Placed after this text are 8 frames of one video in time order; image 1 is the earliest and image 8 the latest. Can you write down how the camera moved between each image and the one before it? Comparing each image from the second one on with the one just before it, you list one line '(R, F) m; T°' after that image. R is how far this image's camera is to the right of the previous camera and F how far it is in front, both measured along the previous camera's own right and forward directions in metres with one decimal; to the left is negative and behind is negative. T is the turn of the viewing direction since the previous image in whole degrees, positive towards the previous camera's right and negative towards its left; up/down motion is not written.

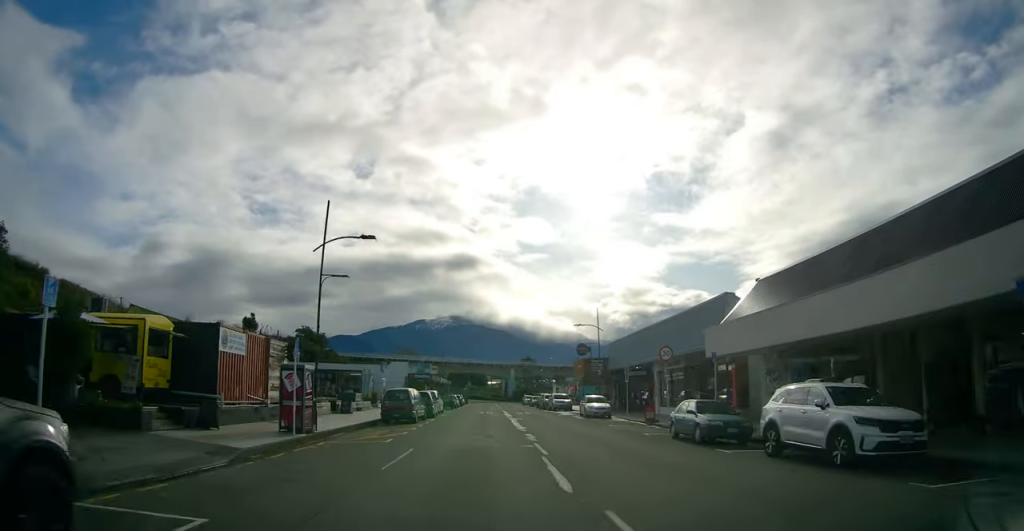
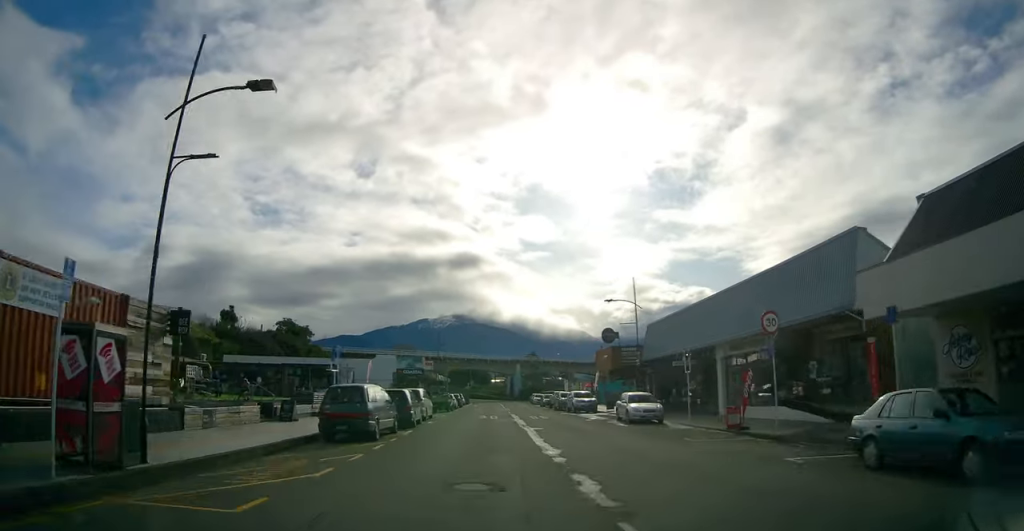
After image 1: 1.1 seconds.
(+0.1, +10.5) m; -1°
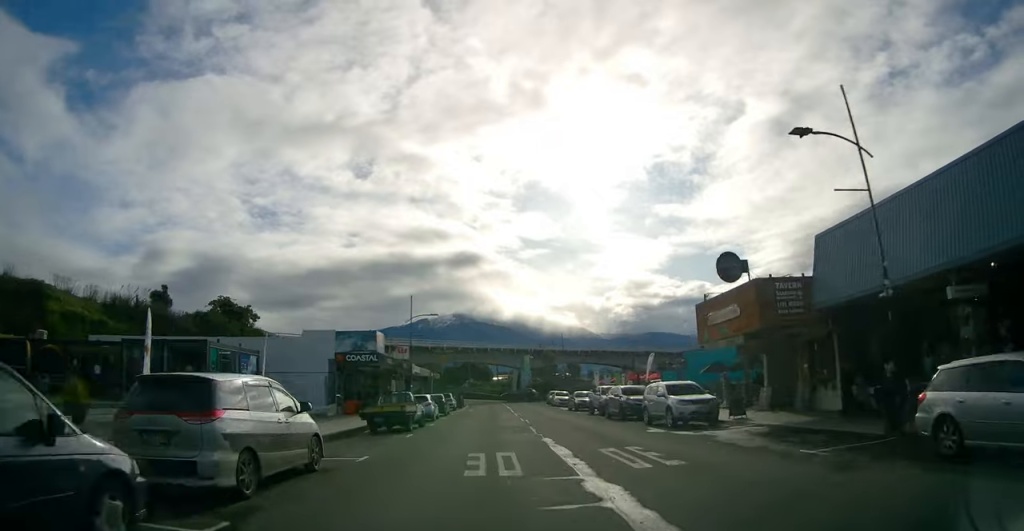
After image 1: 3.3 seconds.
(-0.7, +22.1) m; -2°
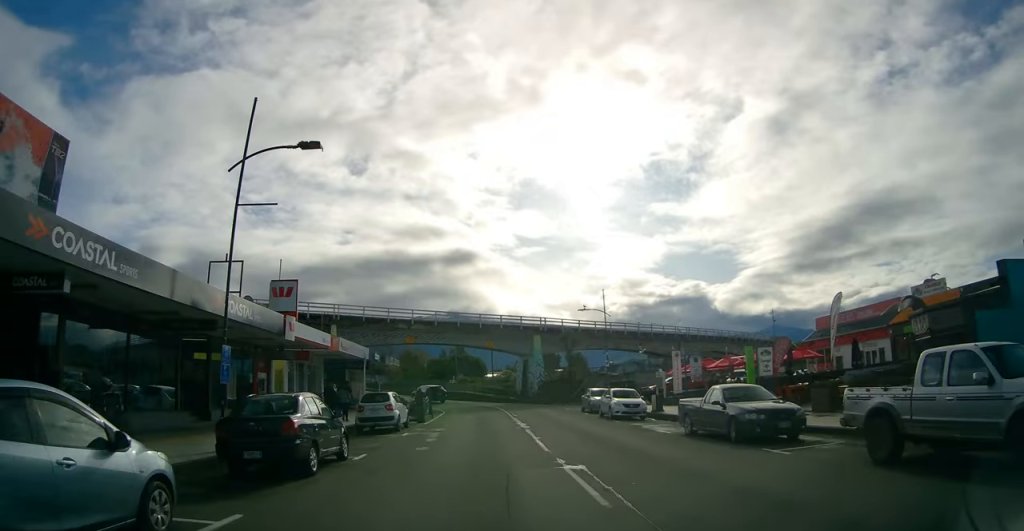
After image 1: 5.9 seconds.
(+0.5, +27.4) m; 0°
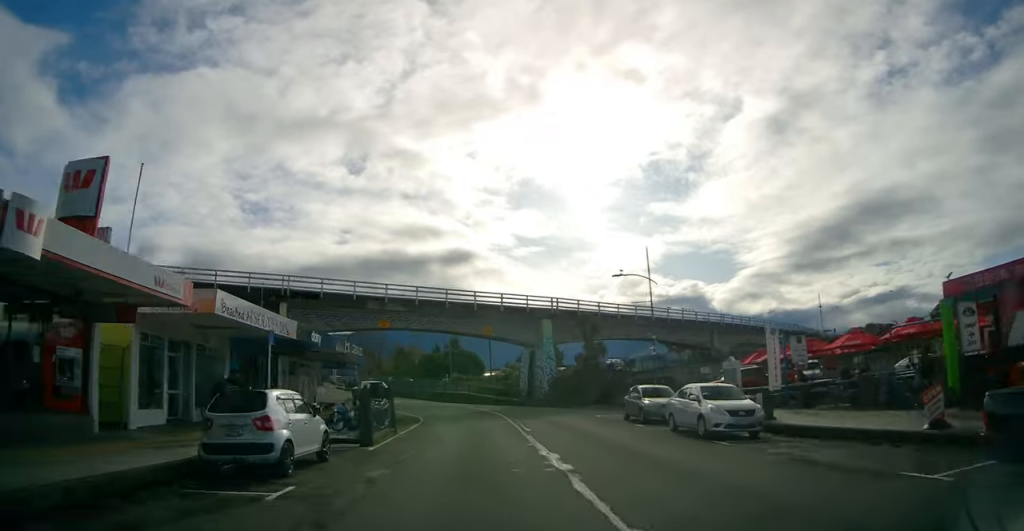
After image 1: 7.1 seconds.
(-0.5, +11.6) m; 0°
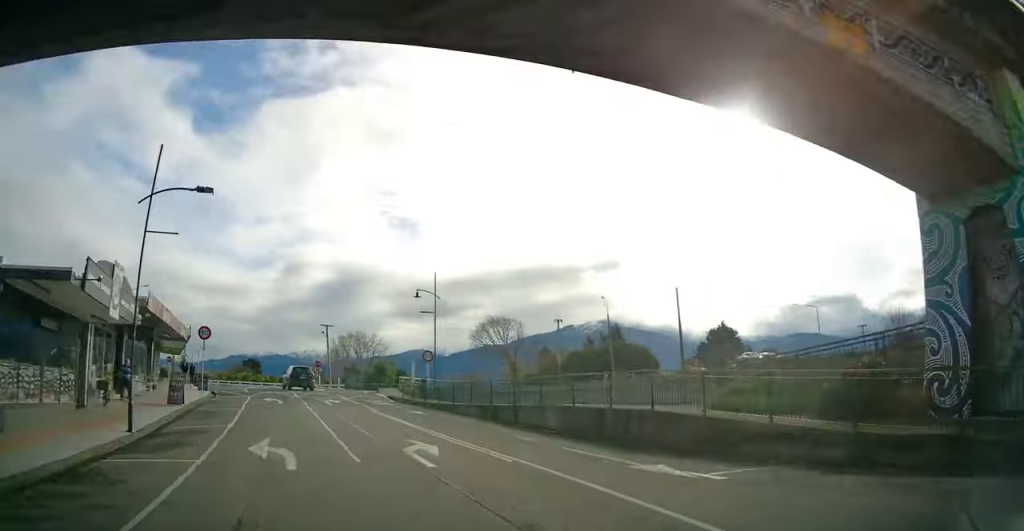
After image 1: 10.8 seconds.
(-1.7, +36.2) m; -13°
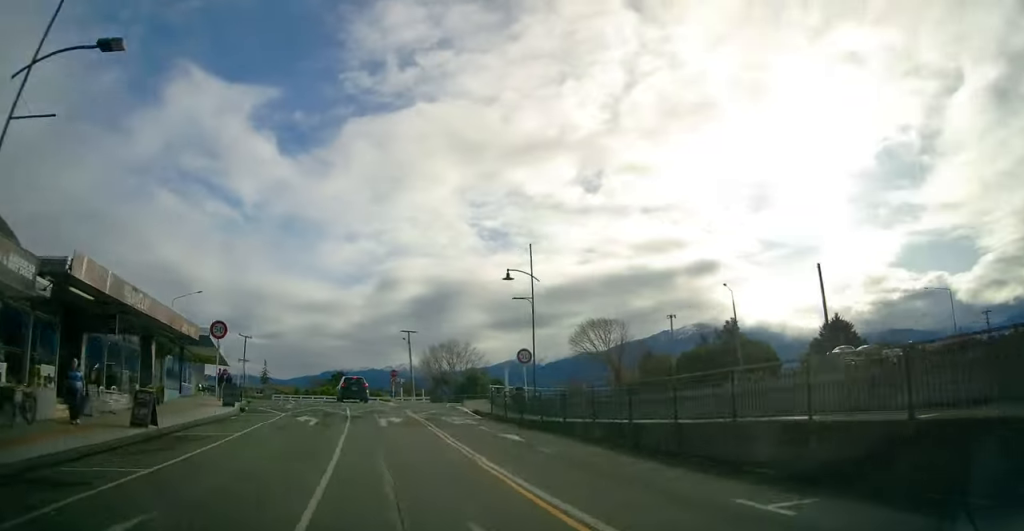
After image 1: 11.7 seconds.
(-0.6, +8.4) m; -8°
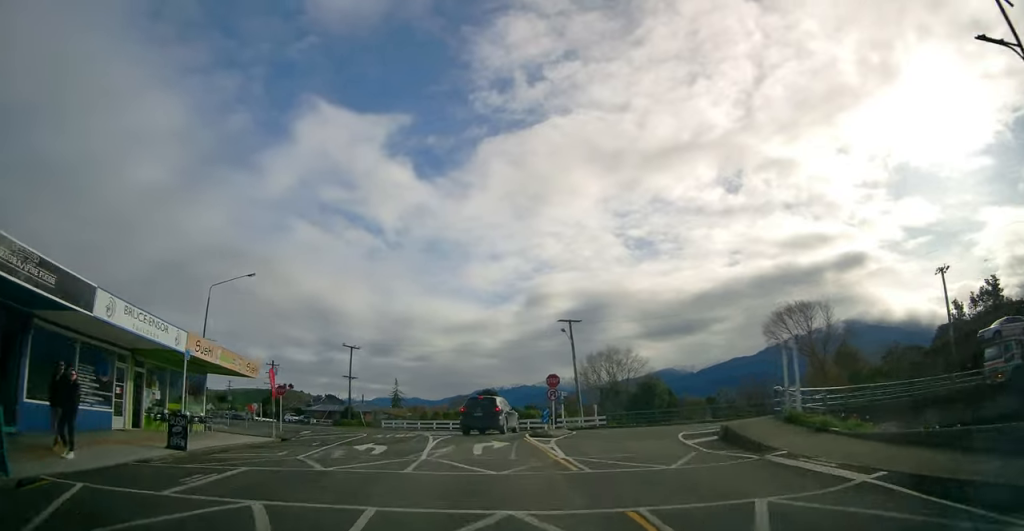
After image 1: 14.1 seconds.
(-2.7, +18.7) m; -14°
